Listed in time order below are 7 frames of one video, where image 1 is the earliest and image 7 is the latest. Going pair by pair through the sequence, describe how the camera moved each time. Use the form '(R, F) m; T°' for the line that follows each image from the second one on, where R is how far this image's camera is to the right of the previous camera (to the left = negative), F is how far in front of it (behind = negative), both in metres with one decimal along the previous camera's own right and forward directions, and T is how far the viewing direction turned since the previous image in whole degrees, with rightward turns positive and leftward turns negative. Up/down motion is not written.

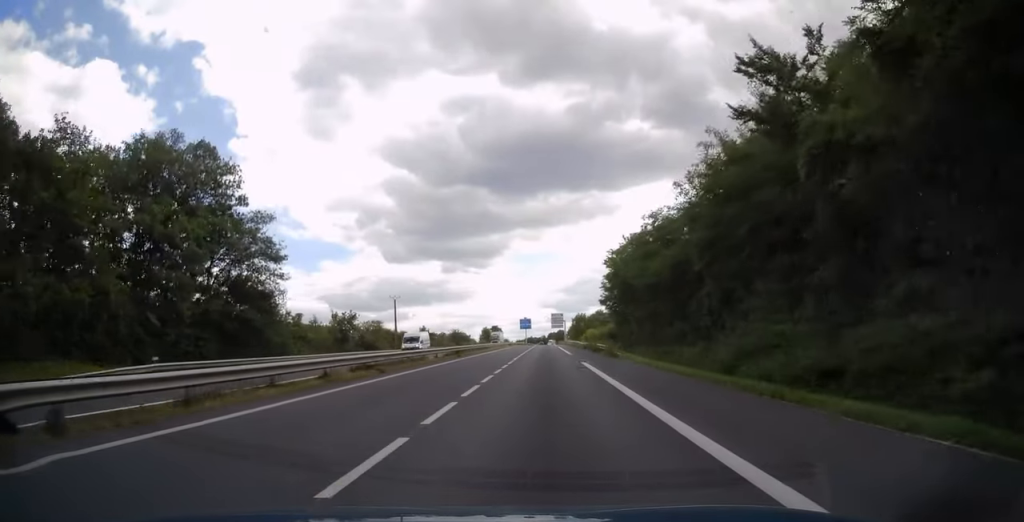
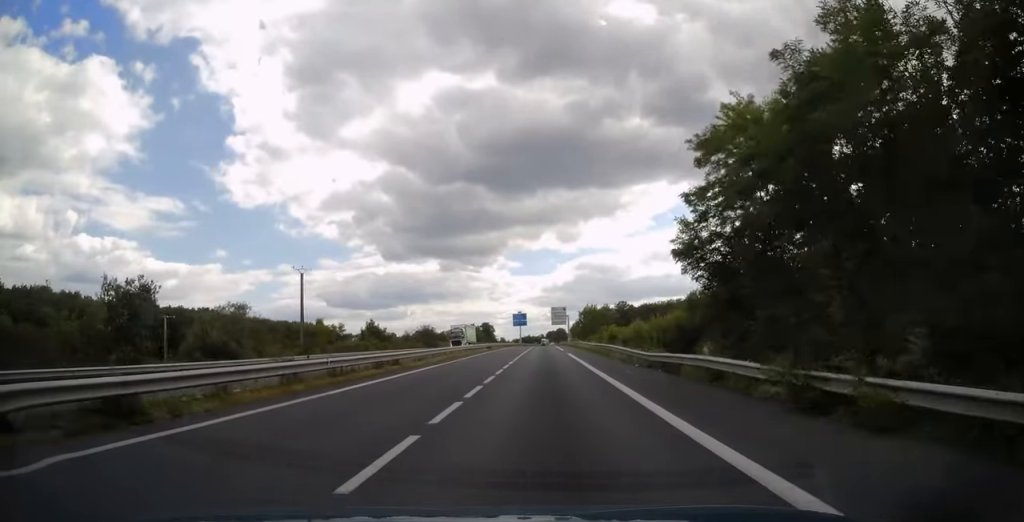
(+0.2, +38.4) m; 0°
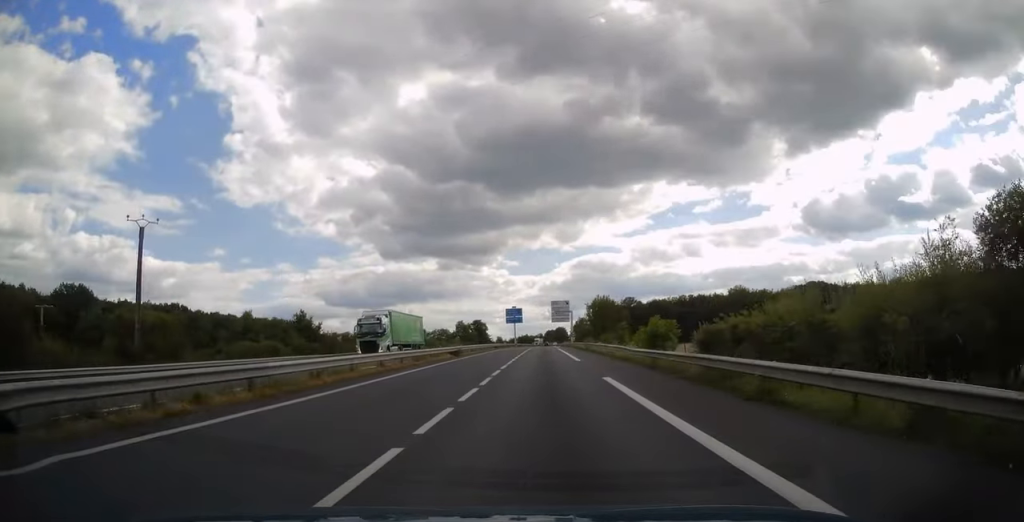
(0.0, +26.6) m; 0°
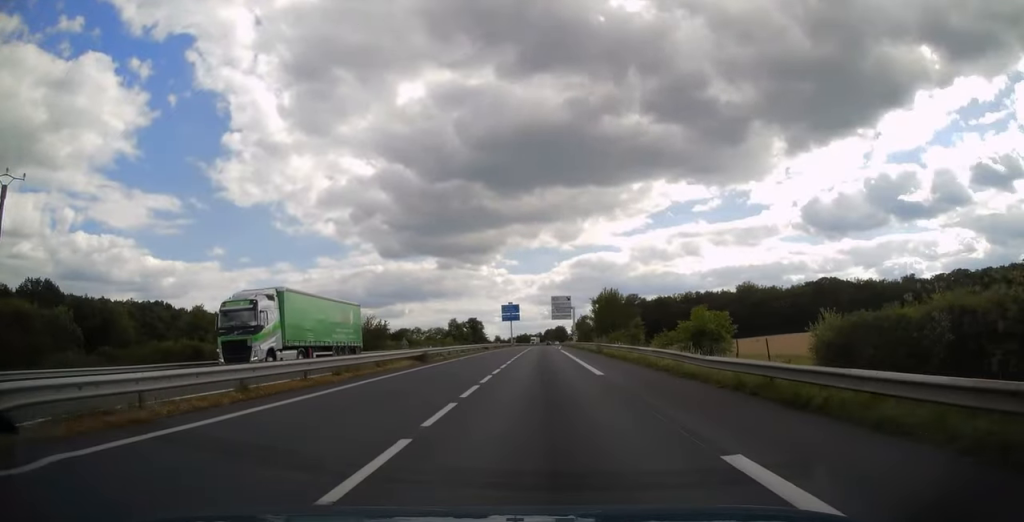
(+0.1, +12.3) m; 0°
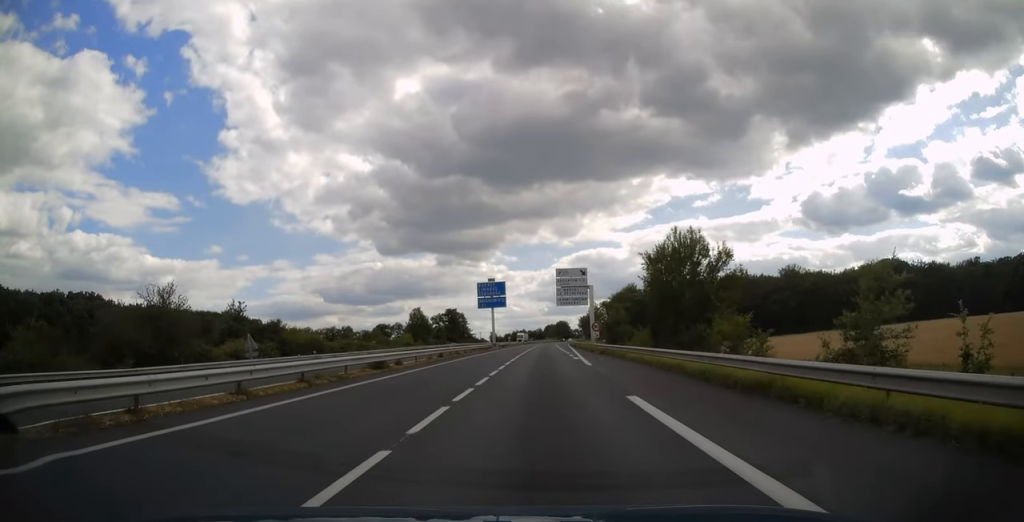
(0.0, +47.9) m; 0°
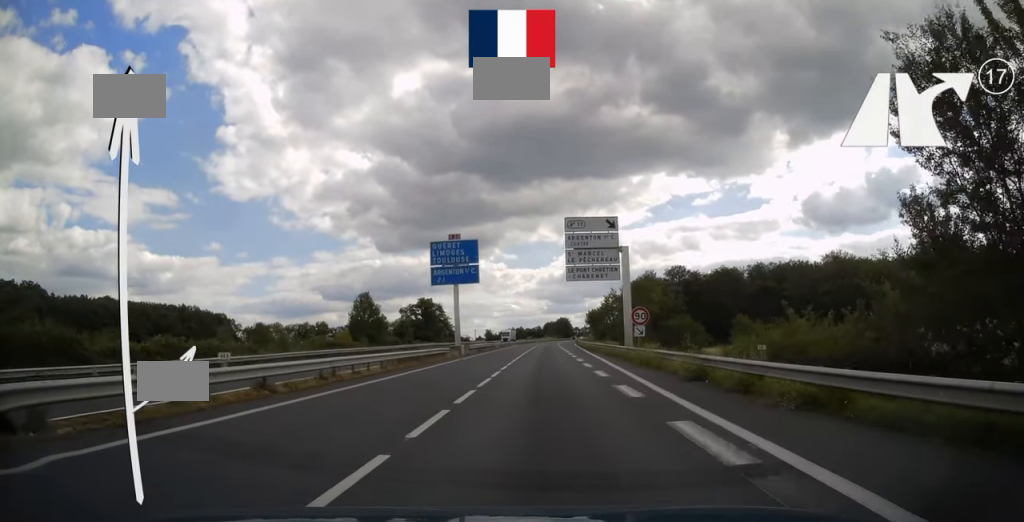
(0.0, +34.4) m; 0°
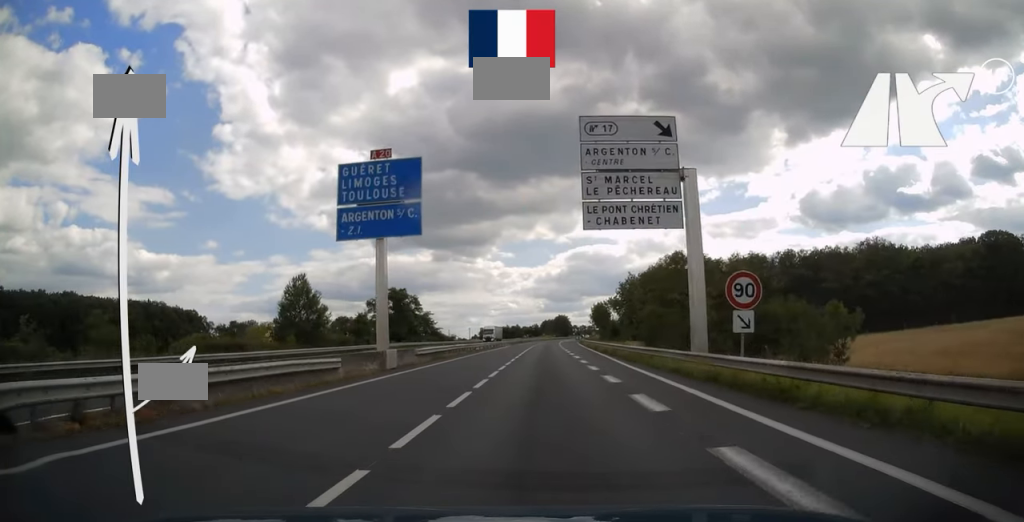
(+0.1, +22.2) m; 0°
